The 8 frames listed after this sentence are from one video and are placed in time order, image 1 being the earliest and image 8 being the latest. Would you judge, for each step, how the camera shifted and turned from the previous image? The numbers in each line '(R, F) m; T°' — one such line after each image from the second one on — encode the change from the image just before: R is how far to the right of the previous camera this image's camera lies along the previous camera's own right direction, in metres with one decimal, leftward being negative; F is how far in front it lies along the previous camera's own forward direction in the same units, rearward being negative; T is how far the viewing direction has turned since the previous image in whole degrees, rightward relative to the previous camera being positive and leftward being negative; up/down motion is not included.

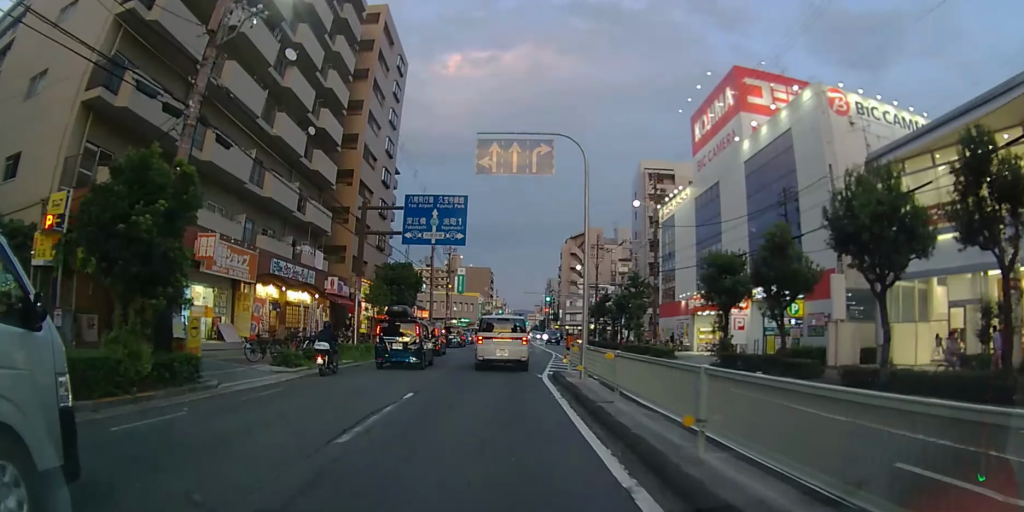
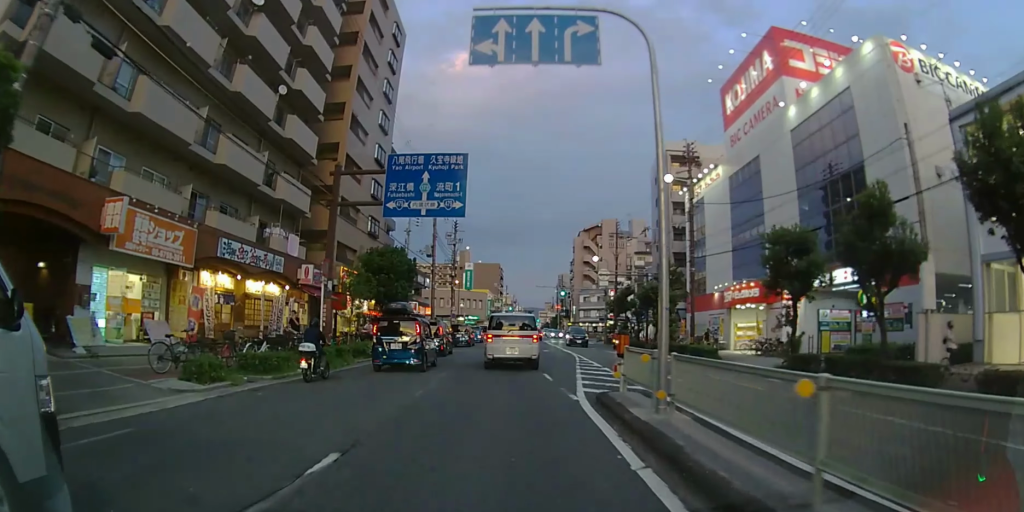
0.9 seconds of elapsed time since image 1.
(0.0, +5.4) m; -1°
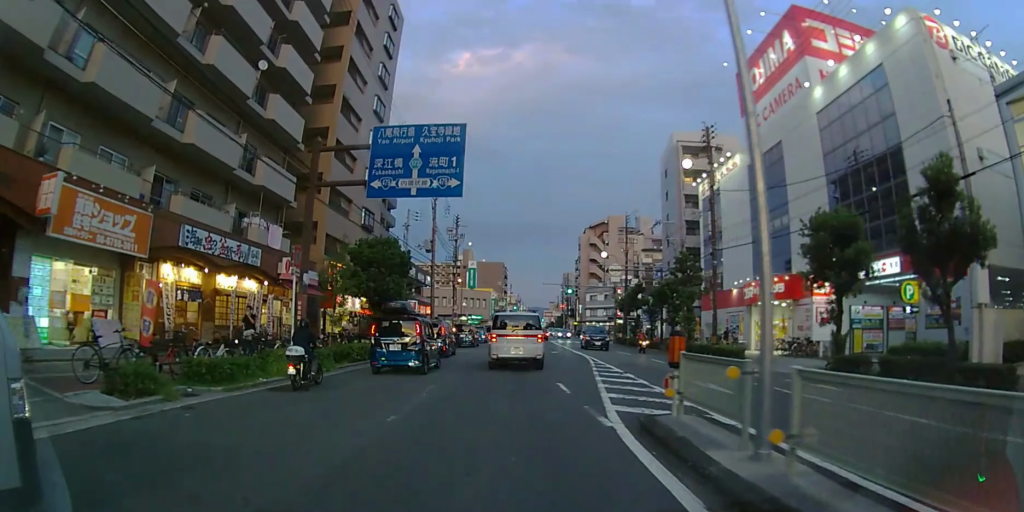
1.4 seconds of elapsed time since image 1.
(0.0, +3.1) m; -1°
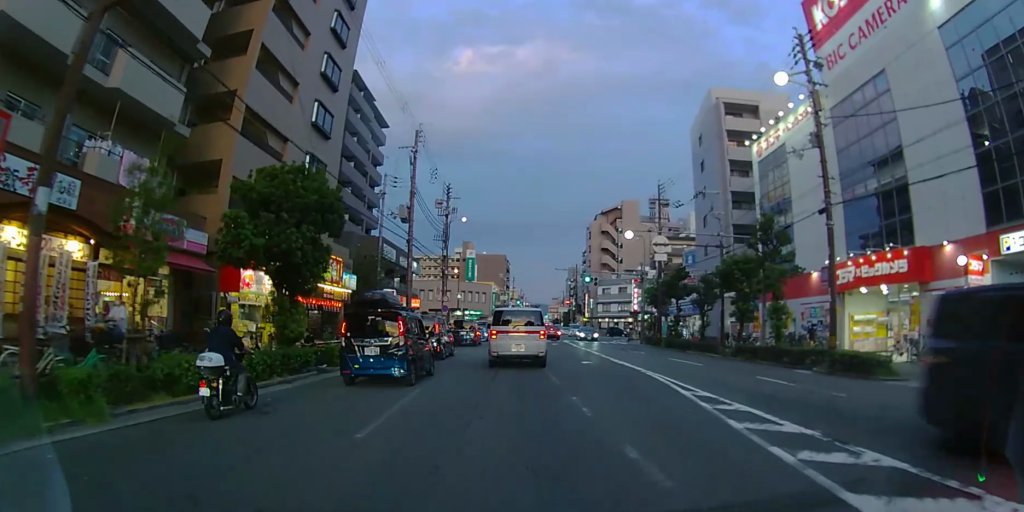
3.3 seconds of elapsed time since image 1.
(-0.5, +11.5) m; -3°
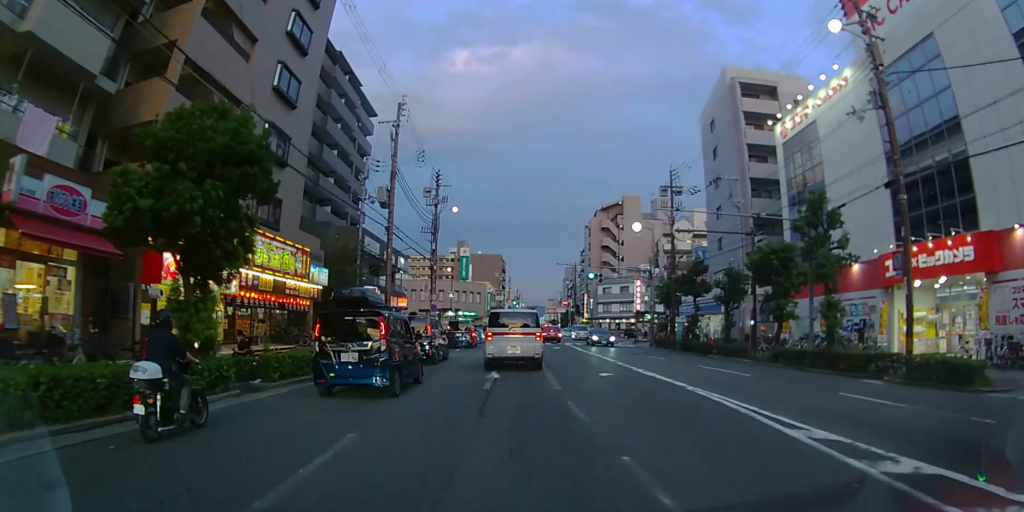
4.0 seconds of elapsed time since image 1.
(0.0, +4.4) m; 0°
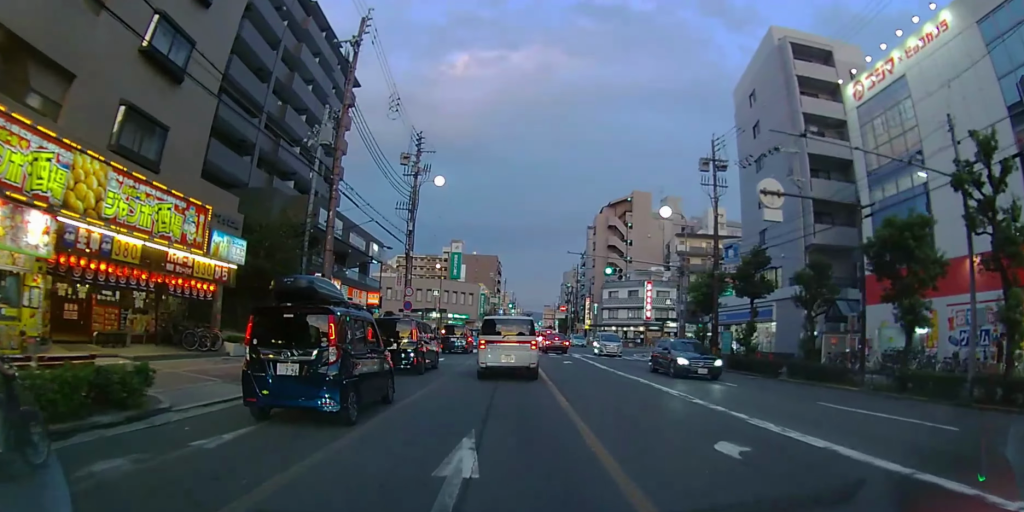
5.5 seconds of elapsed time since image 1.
(0.0, +8.9) m; 0°
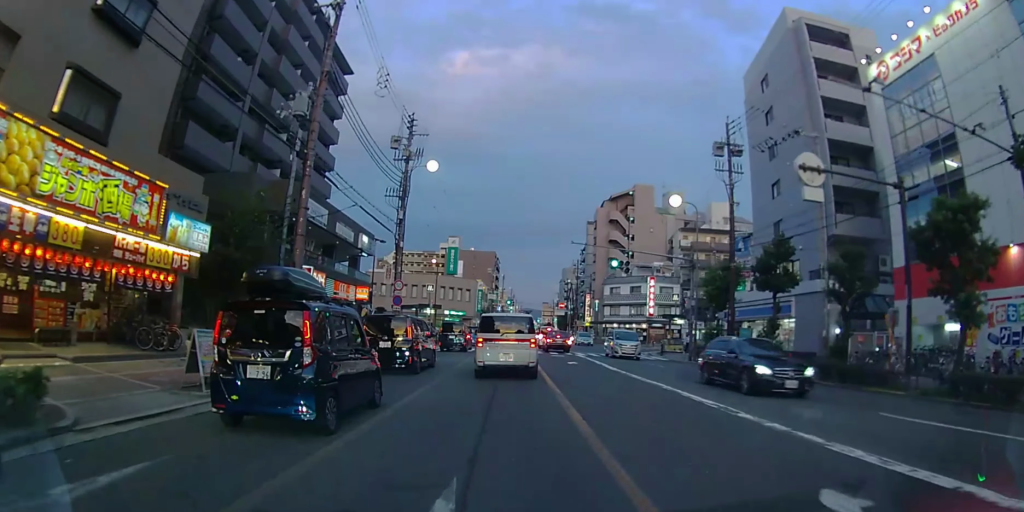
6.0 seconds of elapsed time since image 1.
(0.0, +2.6) m; +1°
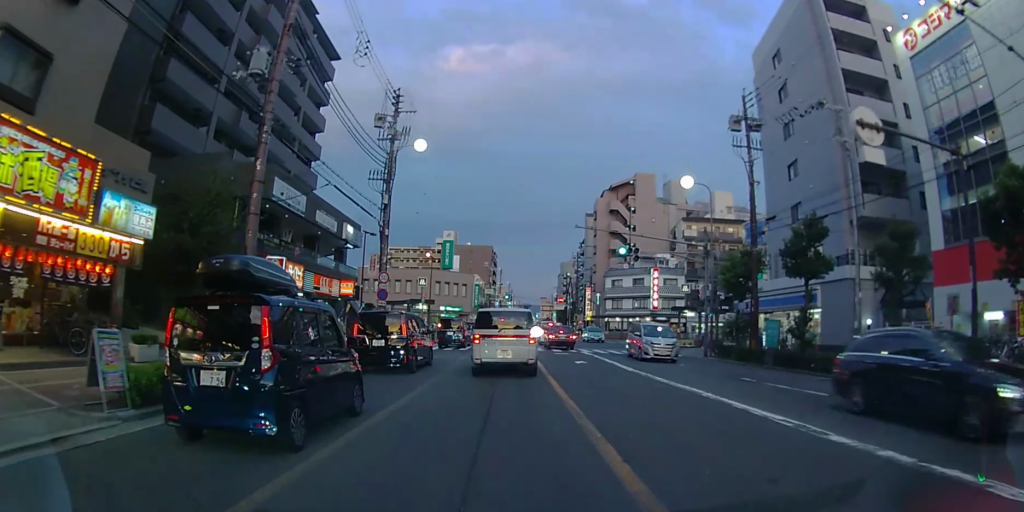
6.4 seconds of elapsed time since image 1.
(0.0, +2.8) m; +1°
